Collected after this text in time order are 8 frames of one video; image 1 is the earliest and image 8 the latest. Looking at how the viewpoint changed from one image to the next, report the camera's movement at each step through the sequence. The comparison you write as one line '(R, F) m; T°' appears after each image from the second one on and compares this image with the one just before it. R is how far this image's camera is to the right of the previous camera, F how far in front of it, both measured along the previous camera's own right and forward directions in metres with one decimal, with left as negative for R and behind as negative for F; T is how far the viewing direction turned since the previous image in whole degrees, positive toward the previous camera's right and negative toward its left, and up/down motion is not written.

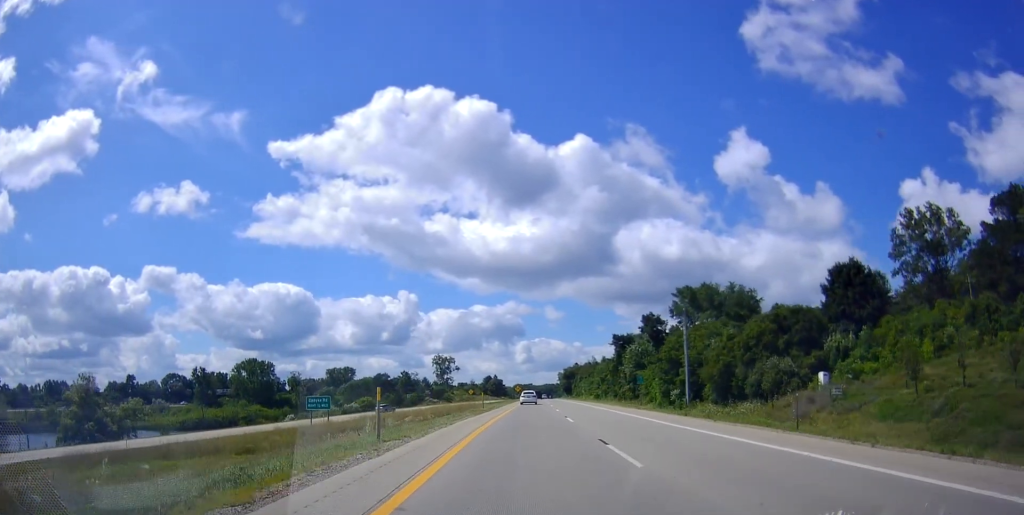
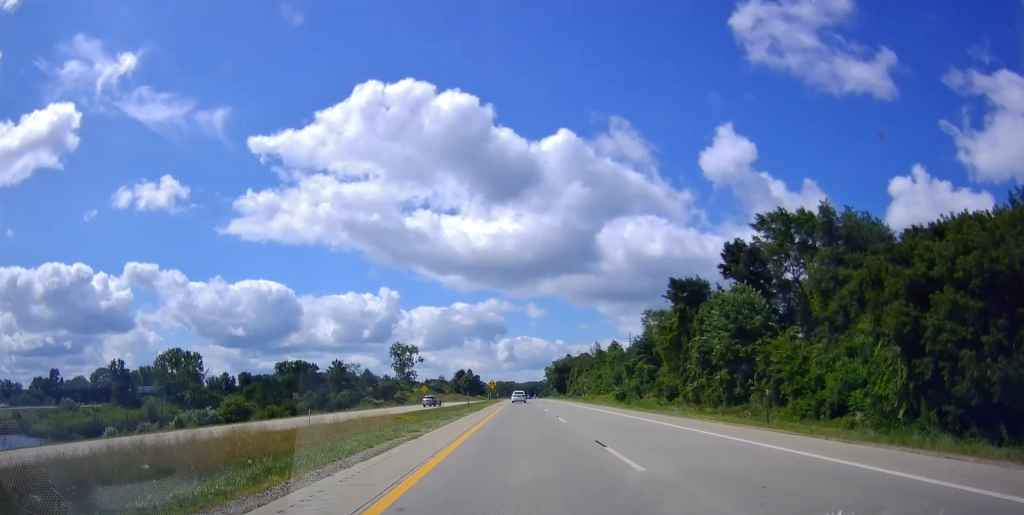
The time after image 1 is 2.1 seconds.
(+2.2, +60.9) m; +3°
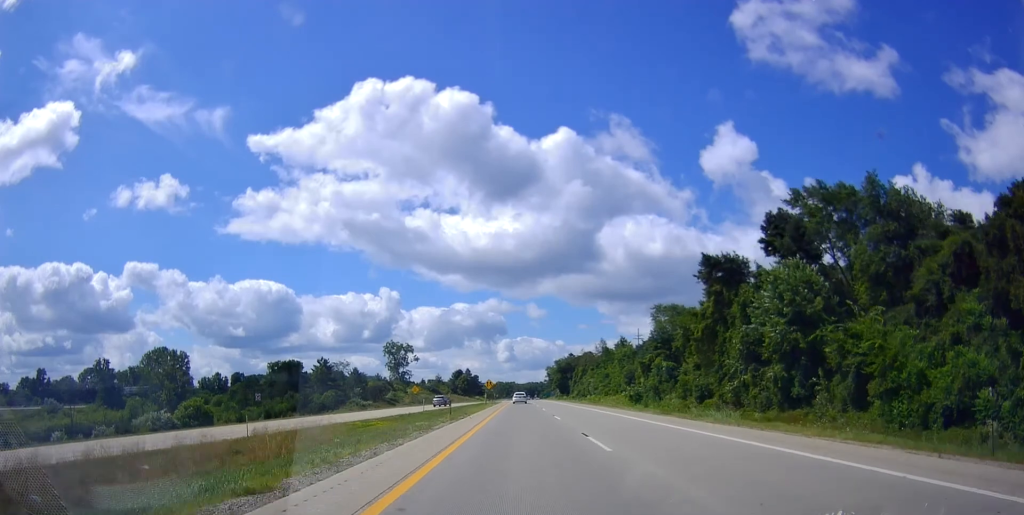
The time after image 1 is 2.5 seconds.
(-0.1, +12.0) m; 0°
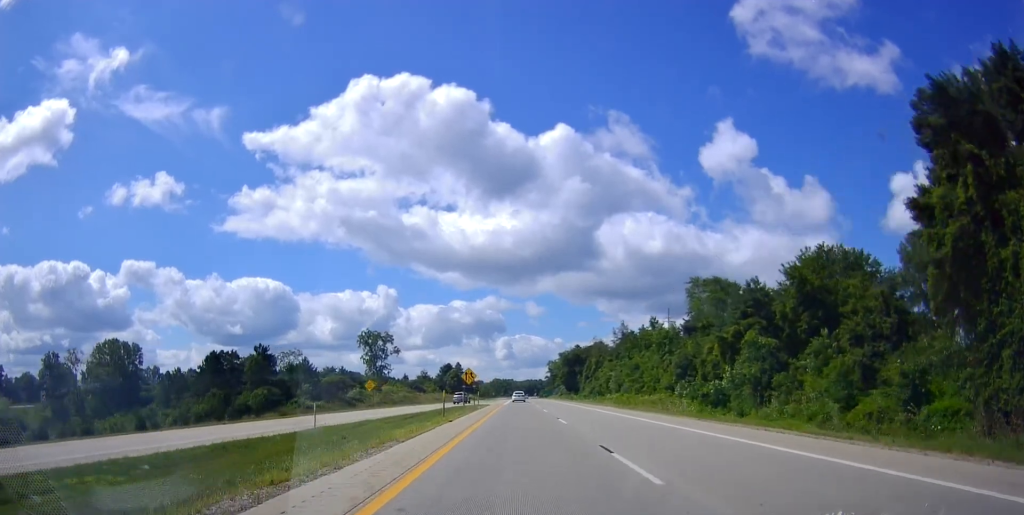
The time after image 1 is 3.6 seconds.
(+0.4, +35.3) m; +1°
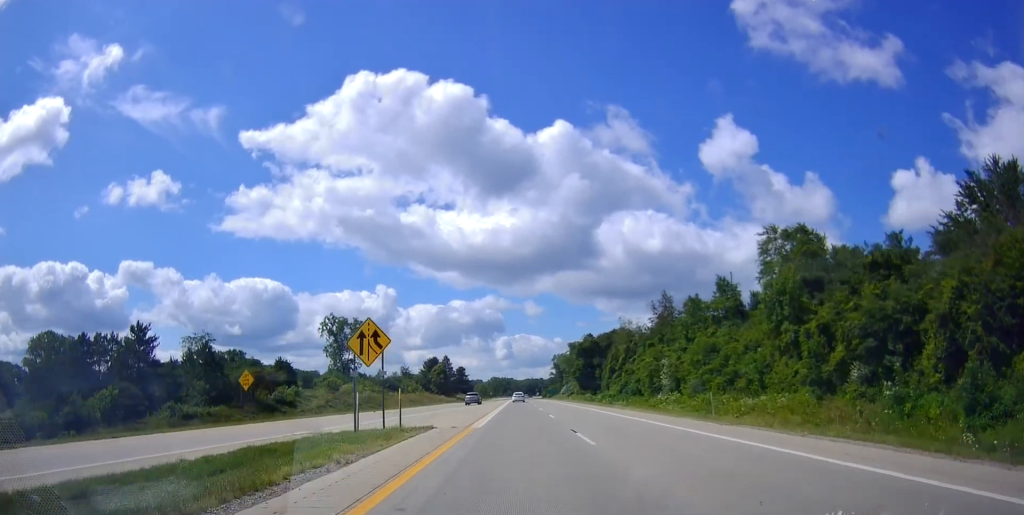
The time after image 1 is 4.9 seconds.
(+0.2, +39.6) m; 0°
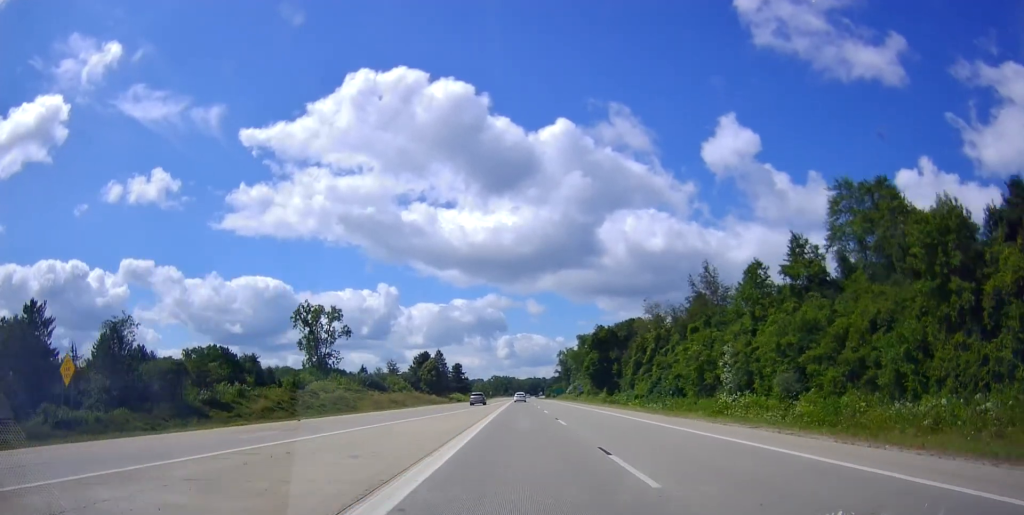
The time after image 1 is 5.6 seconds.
(+0.2, +21.4) m; 0°
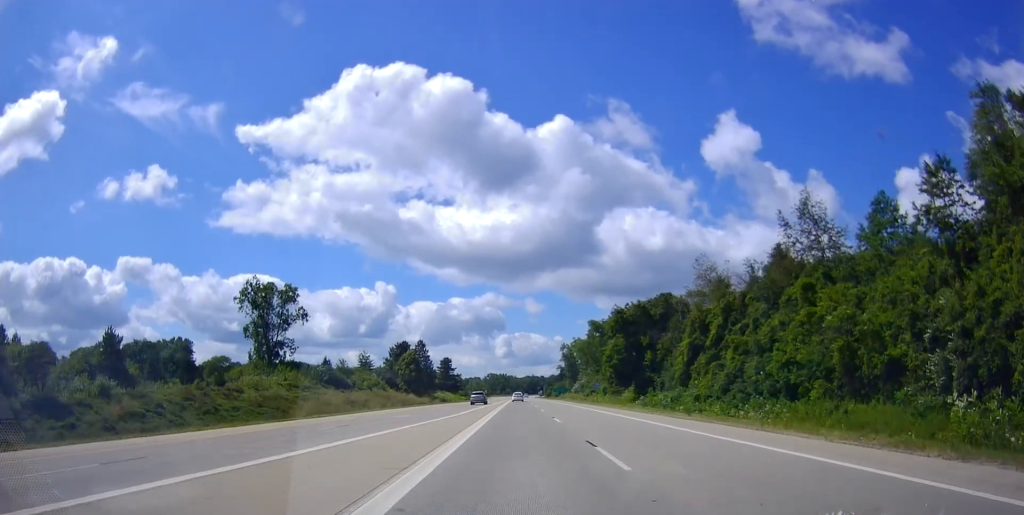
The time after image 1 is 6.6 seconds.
(-0.6, +28.7) m; 0°
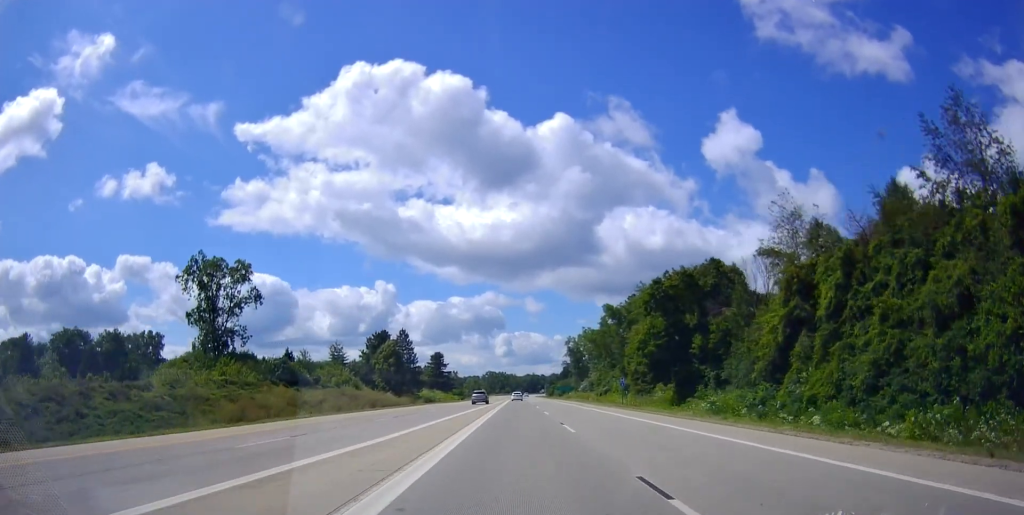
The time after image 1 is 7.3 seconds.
(+0.4, +21.7) m; 0°
